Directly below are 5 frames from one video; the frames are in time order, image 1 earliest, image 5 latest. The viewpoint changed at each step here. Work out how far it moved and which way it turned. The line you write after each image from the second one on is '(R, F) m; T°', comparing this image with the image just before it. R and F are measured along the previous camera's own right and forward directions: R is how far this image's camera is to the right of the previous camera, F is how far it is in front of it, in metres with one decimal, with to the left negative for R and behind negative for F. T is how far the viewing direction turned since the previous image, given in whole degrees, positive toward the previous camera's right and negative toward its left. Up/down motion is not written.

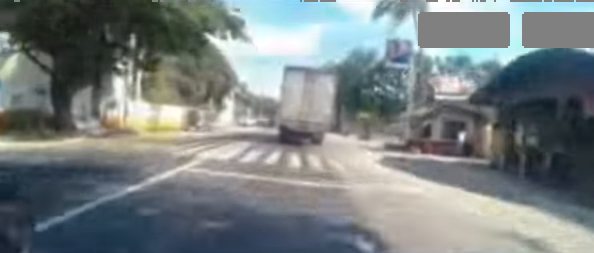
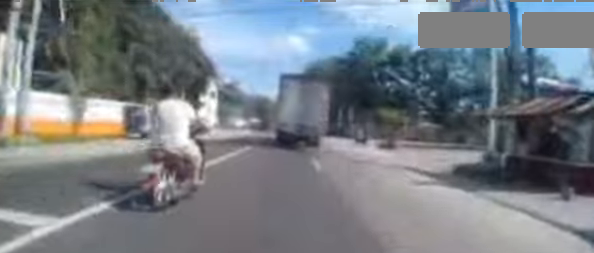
(-0.1, +10.0) m; +1°
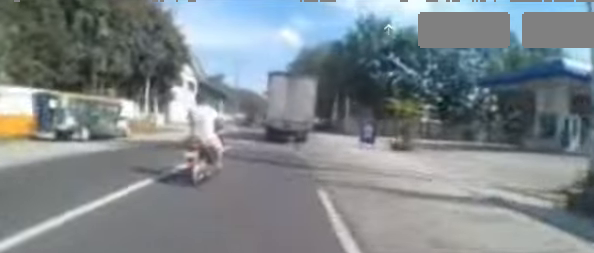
(+0.1, +5.6) m; +1°
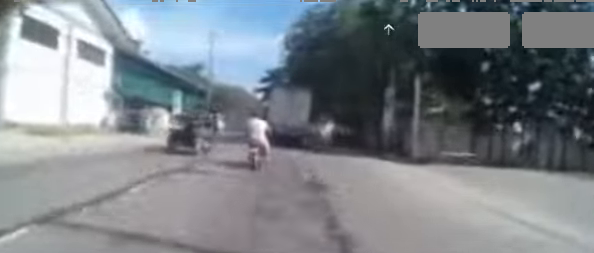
(-0.5, +21.5) m; -1°
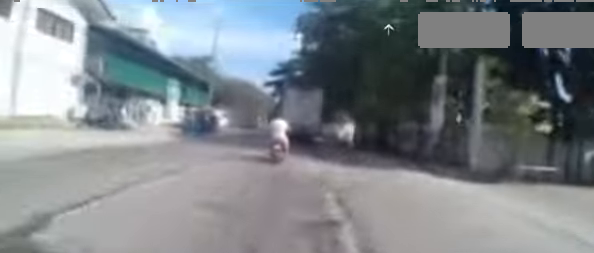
(+0.2, +4.8) m; +1°
